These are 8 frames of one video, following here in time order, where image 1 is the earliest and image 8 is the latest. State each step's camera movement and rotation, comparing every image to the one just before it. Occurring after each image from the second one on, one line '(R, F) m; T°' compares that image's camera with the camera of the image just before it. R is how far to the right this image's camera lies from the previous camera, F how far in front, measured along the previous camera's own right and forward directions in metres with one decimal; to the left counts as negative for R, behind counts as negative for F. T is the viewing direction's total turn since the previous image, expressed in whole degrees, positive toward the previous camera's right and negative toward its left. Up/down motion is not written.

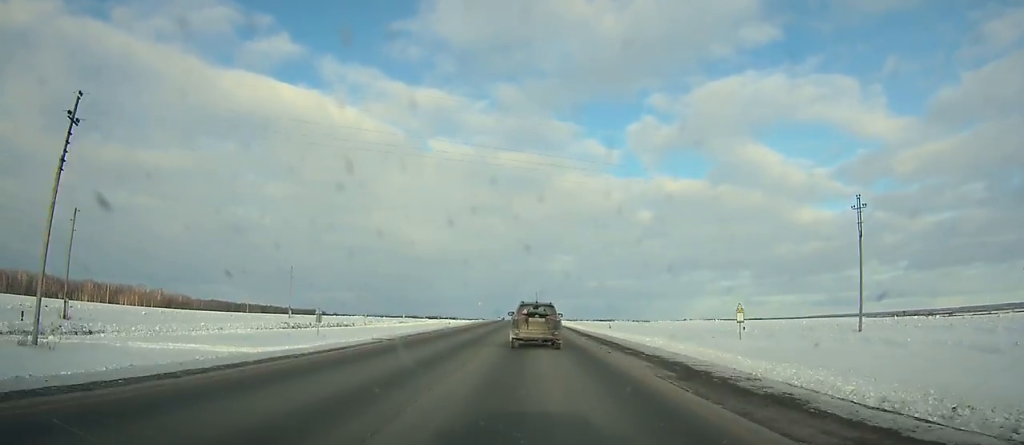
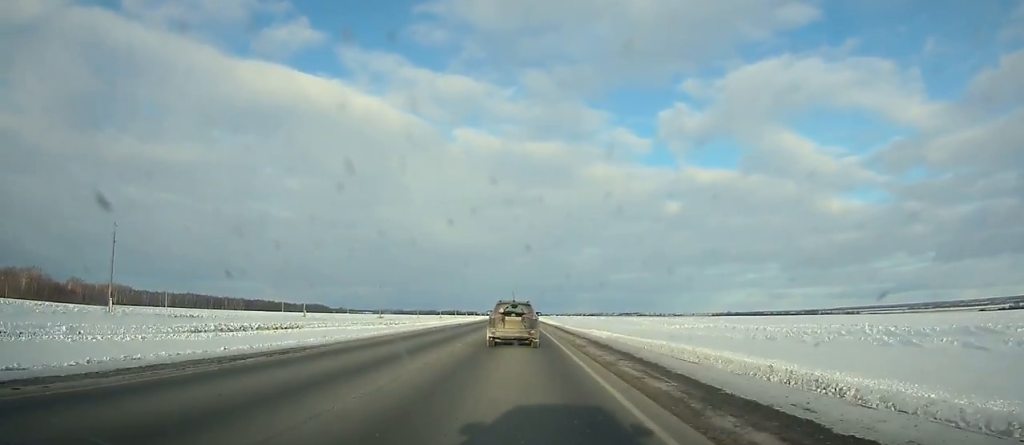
(-1.7, +155.7) m; -2°
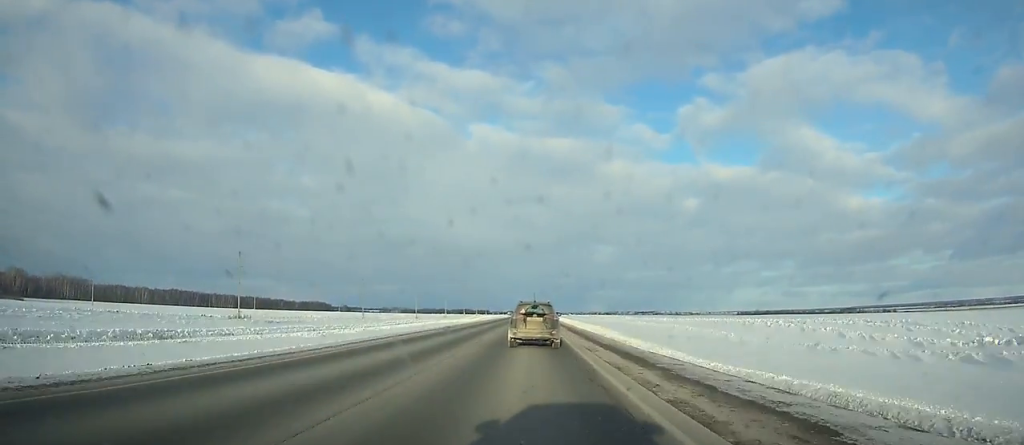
(-1.3, +86.1) m; -1°
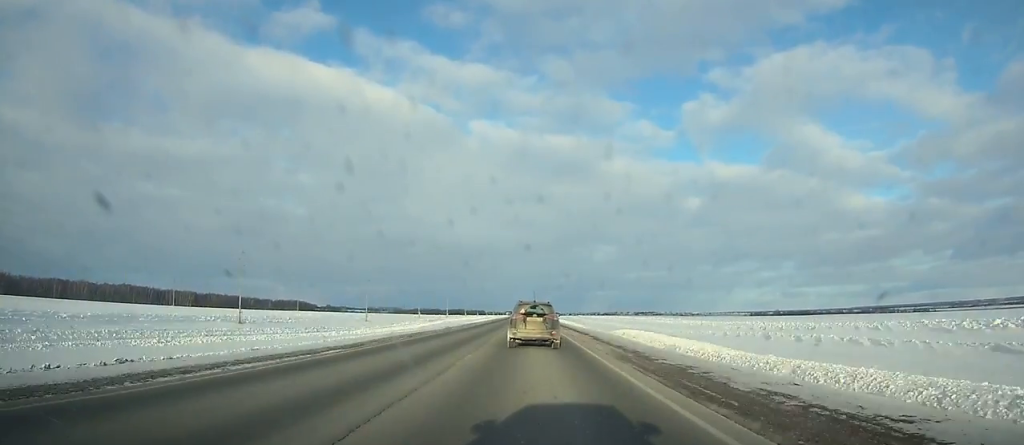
(-0.7, +110.1) m; 0°
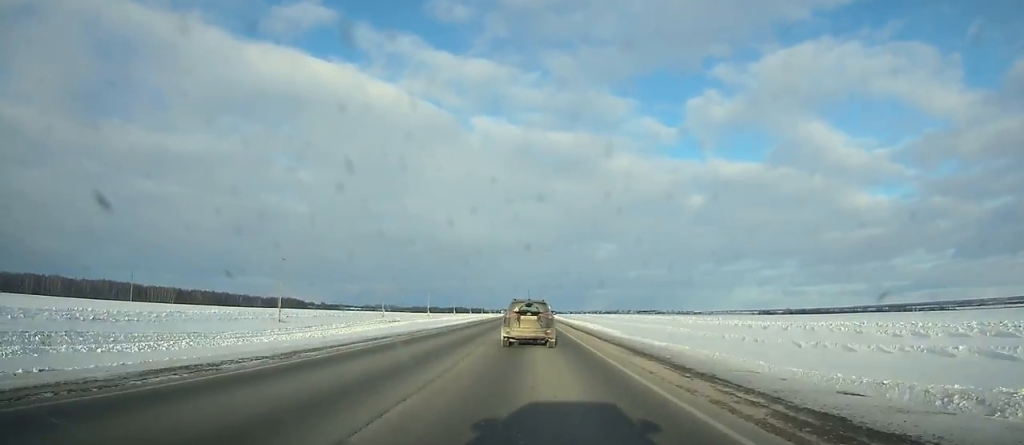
(0.0, +43.7) m; 0°
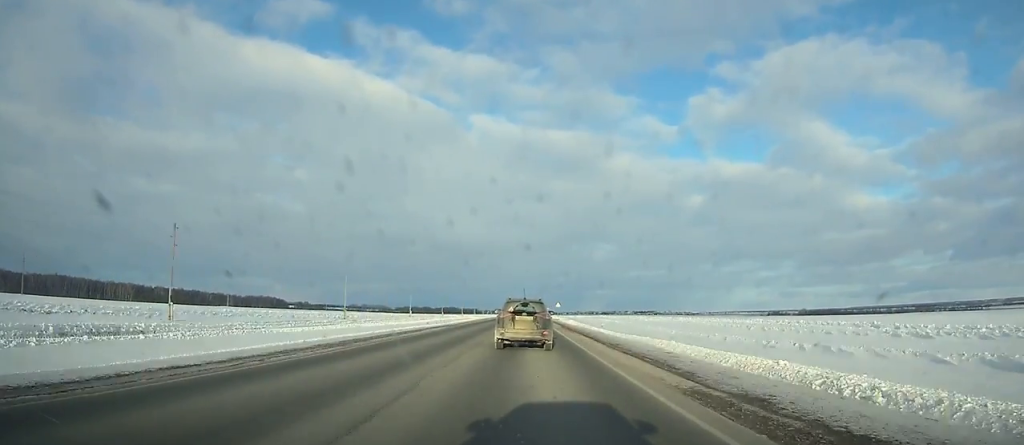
(+0.1, +78.7) m; 0°
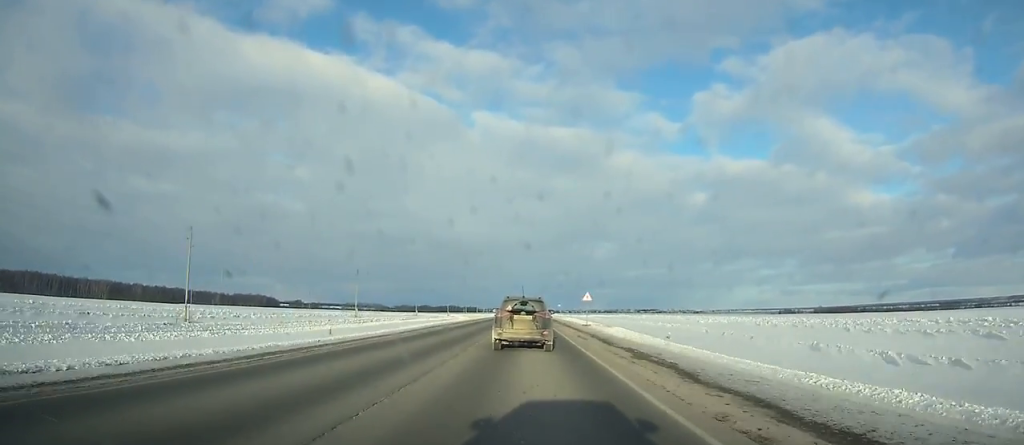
(+0.2, +49.3) m; 0°
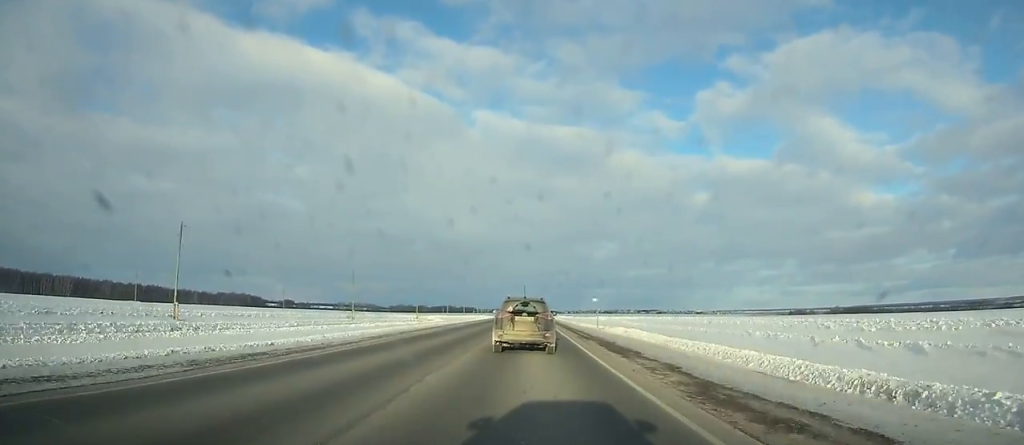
(+0.2, +57.8) m; 0°
